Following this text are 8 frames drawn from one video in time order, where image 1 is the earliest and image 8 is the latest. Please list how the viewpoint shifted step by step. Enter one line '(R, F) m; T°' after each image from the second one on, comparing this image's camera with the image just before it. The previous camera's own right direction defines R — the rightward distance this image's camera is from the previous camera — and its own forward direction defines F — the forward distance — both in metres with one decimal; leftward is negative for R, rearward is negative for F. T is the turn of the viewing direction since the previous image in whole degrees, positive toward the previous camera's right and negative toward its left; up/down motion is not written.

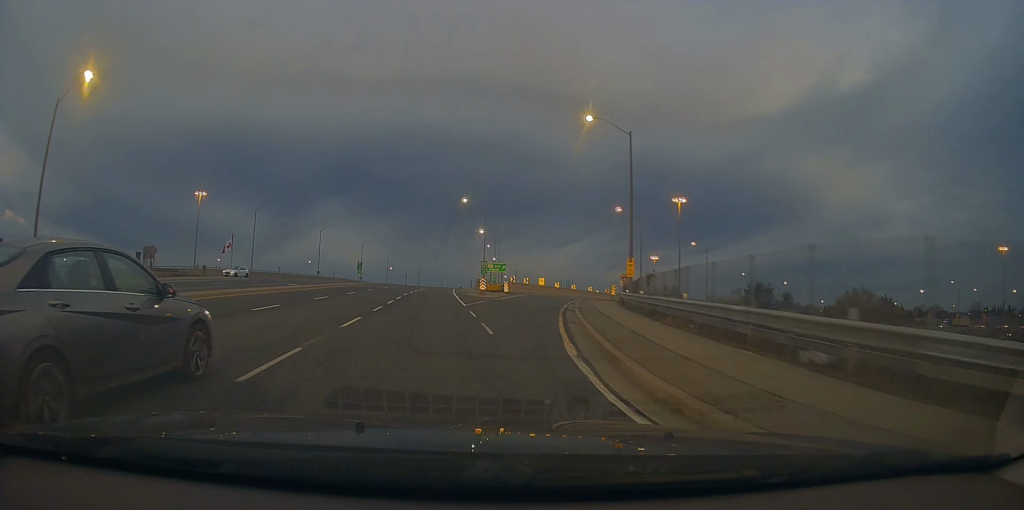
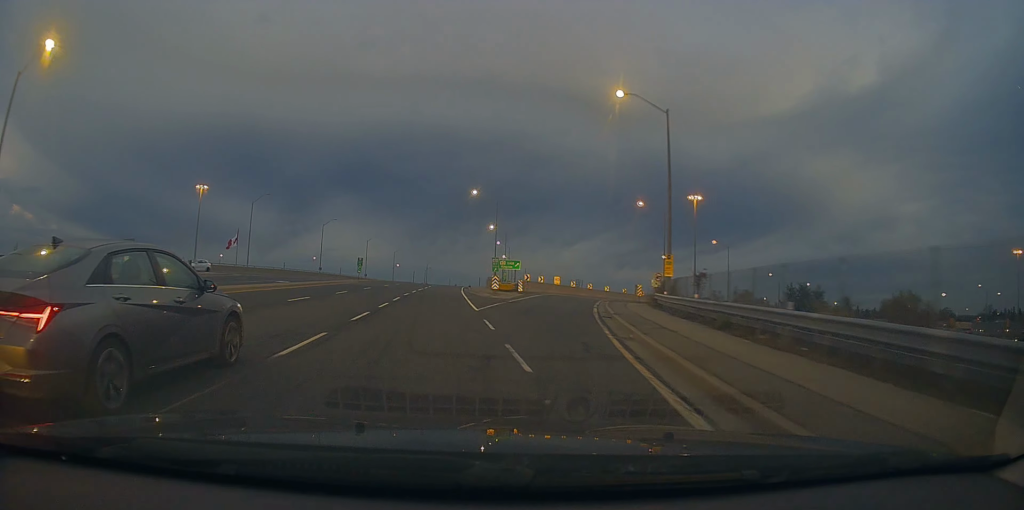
(0.0, +4.8) m; -1°
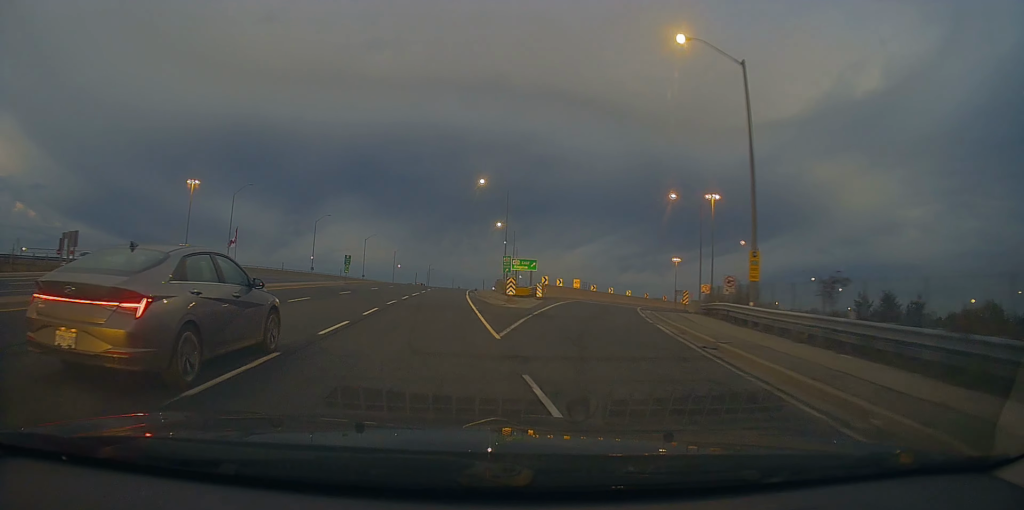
(-0.2, +8.6) m; 0°
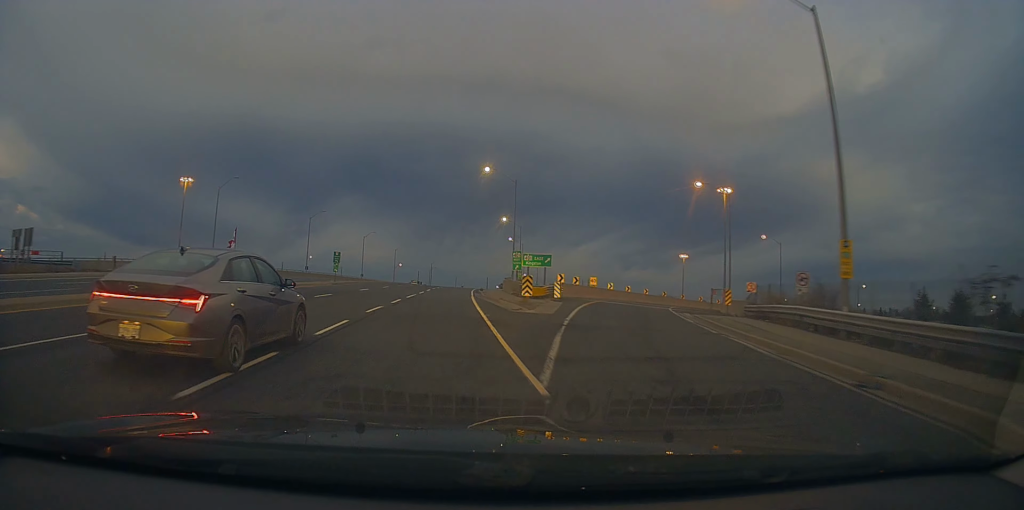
(0.0, +5.5) m; 0°
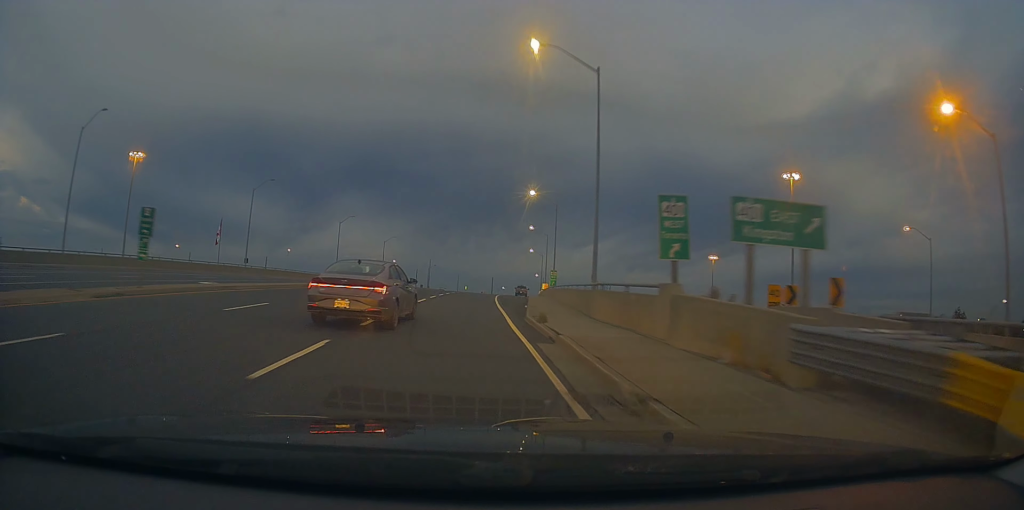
(+0.2, +30.0) m; 0°
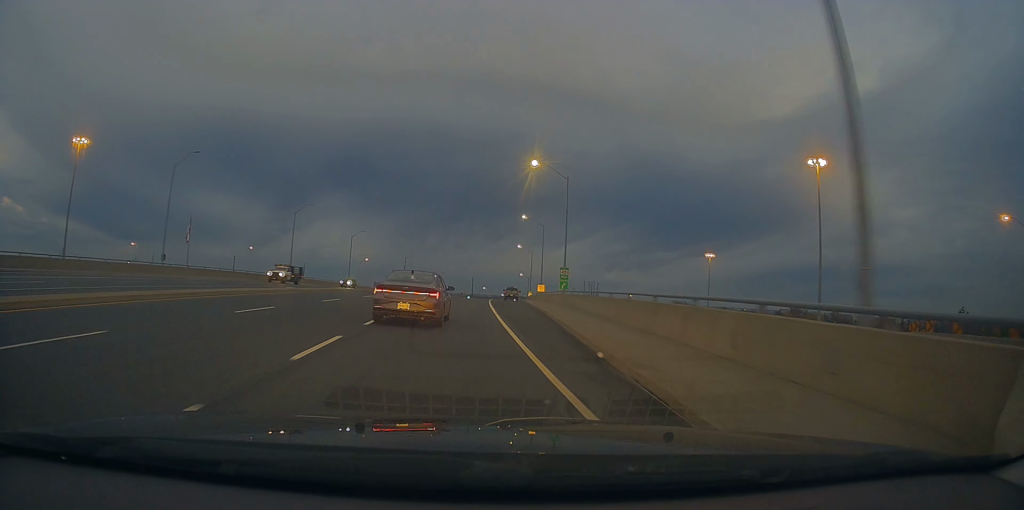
(+0.1, +16.7) m; +1°
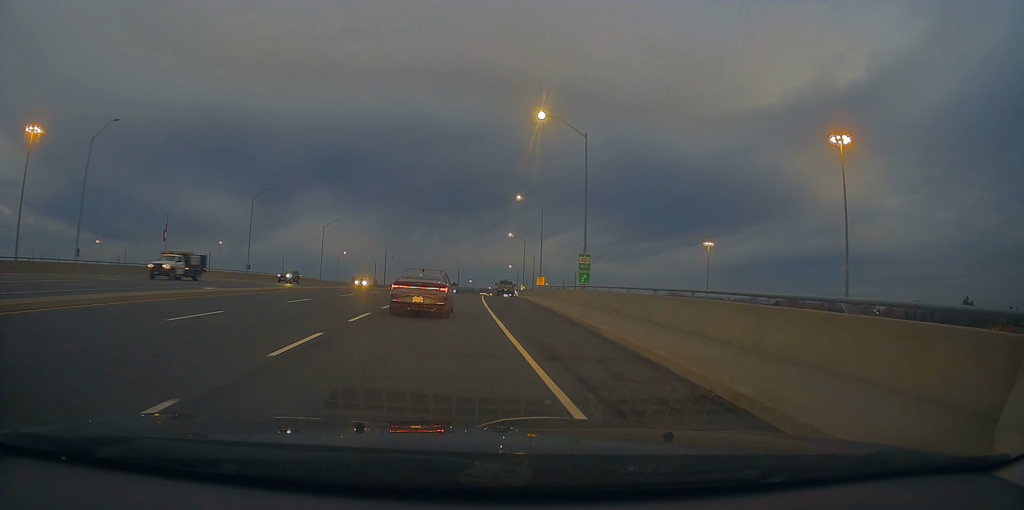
(0.0, +12.4) m; +1°
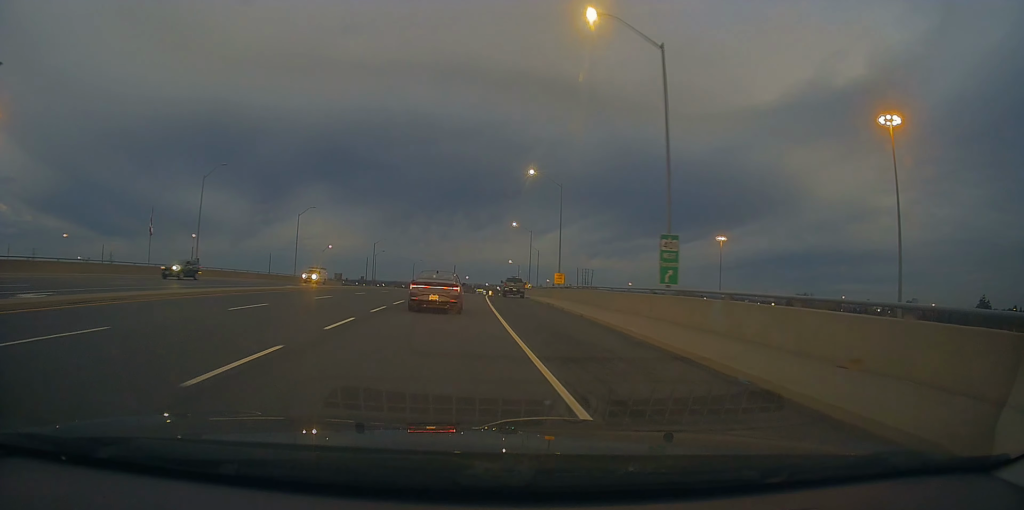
(+0.3, +14.8) m; +2°
